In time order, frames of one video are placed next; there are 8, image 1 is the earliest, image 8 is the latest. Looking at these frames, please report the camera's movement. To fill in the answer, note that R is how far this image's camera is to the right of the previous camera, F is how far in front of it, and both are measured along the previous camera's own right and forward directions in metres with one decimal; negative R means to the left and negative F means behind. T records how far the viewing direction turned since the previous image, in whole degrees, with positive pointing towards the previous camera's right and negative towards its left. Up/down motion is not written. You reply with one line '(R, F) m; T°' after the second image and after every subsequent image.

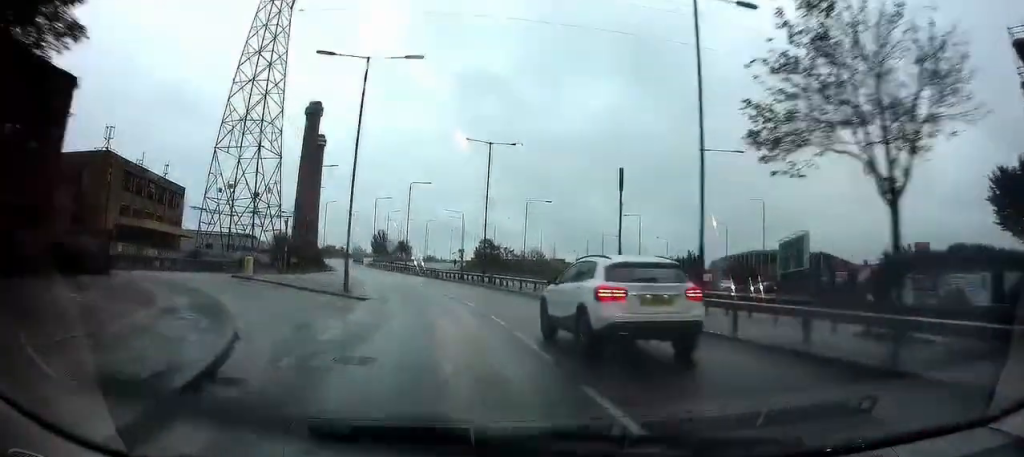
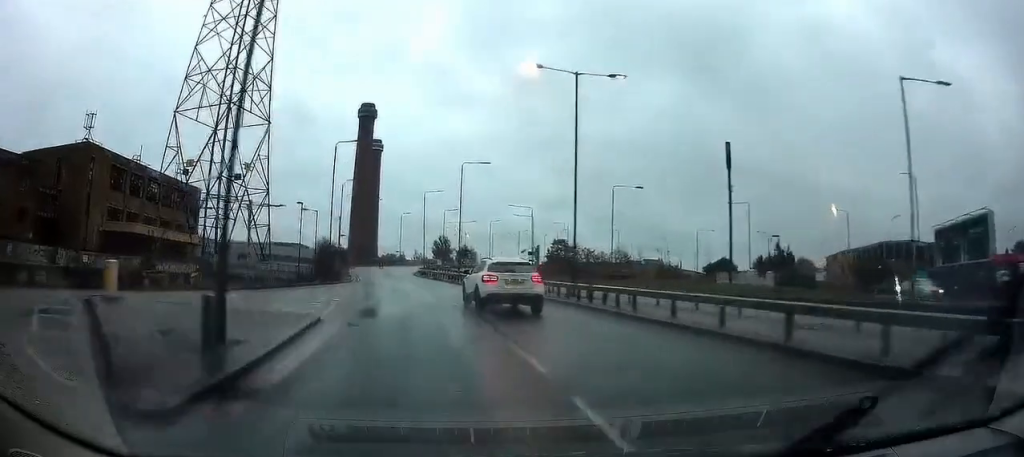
(-1.0, +16.5) m; -7°
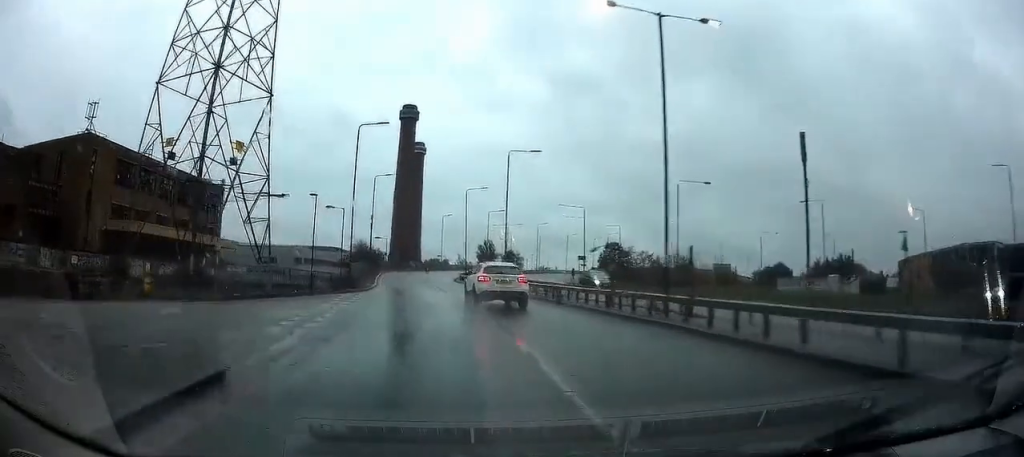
(-0.1, +7.1) m; -3°
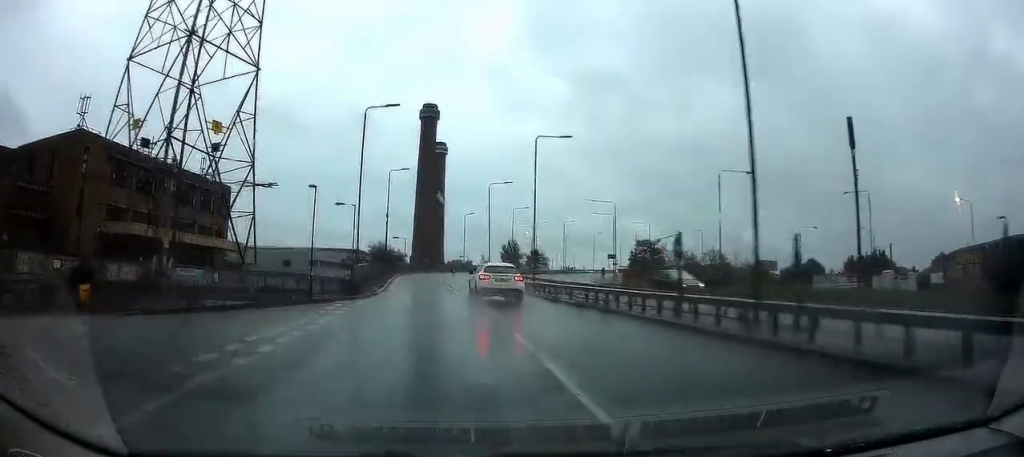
(-0.2, +4.9) m; -2°
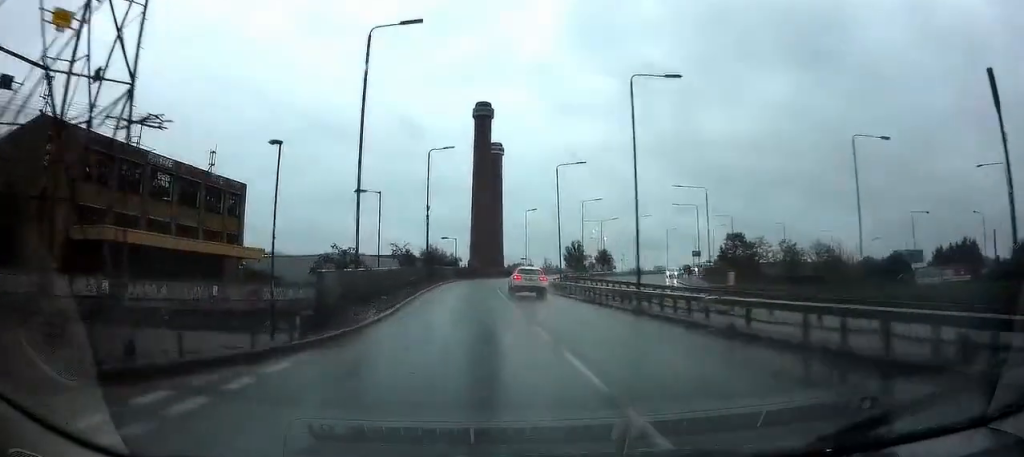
(-0.7, +13.0) m; -6°
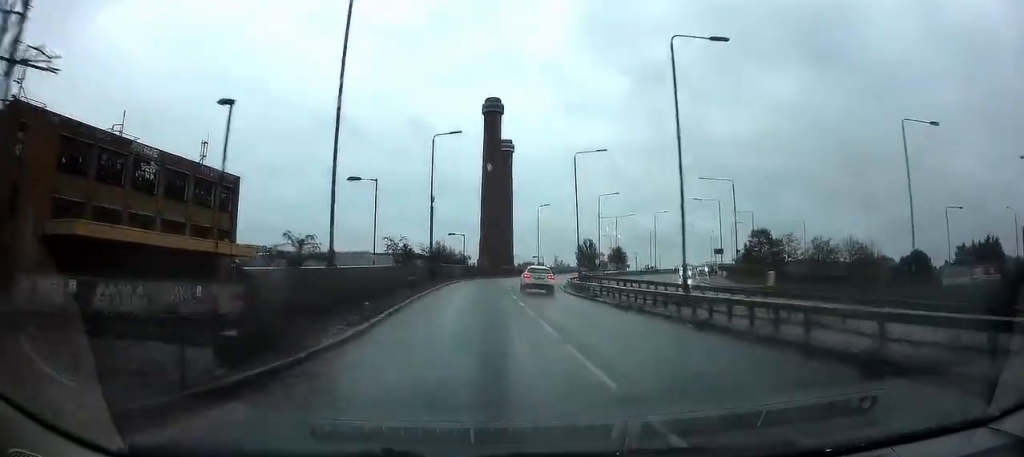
(-0.1, +4.5) m; -2°
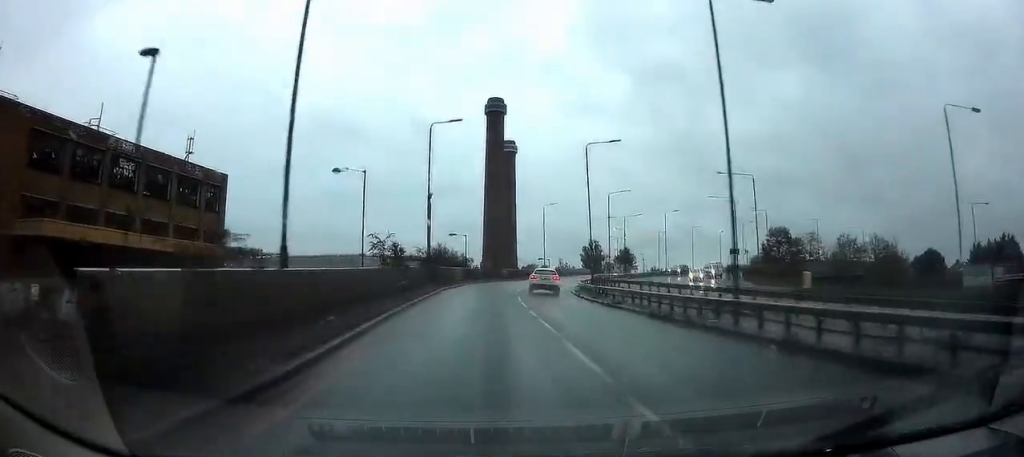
(-0.1, +3.9) m; -1°
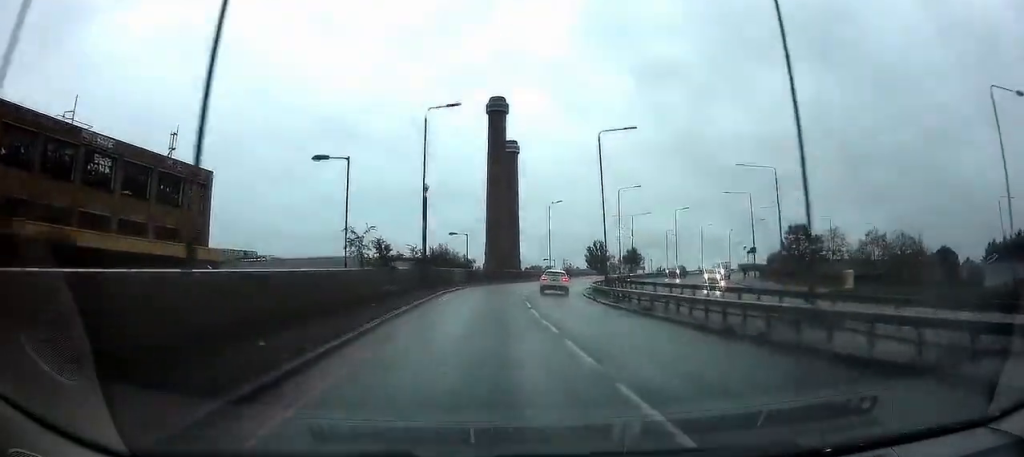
(0.0, +3.9) m; -1°
